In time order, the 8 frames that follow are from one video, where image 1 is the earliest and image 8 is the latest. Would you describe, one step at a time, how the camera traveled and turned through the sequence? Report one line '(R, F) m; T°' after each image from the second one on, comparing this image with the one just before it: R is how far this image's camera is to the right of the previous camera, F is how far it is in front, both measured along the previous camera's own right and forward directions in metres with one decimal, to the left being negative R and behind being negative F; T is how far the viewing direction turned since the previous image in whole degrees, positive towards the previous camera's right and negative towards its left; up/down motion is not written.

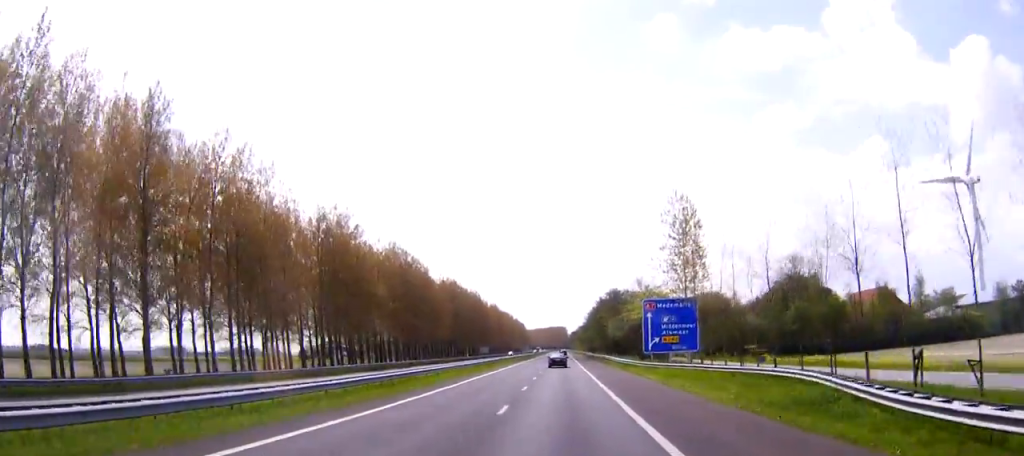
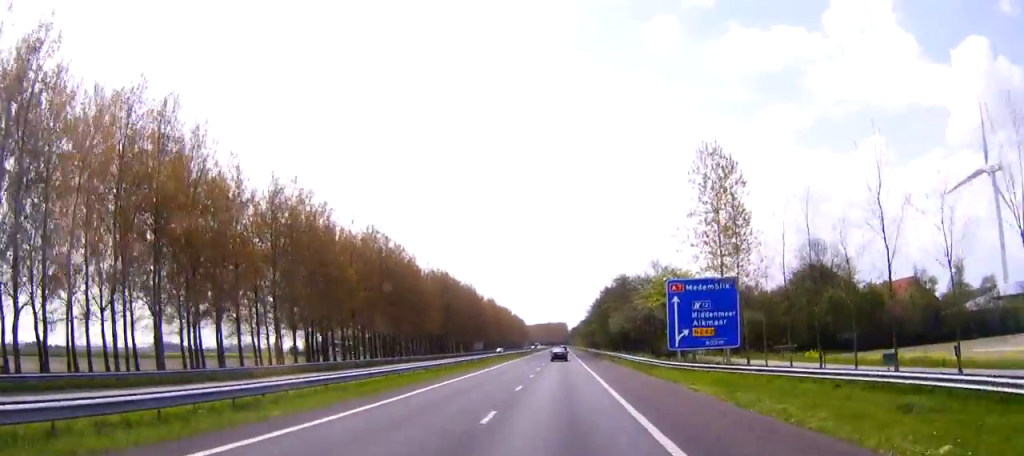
(-0.1, +15.7) m; -1°
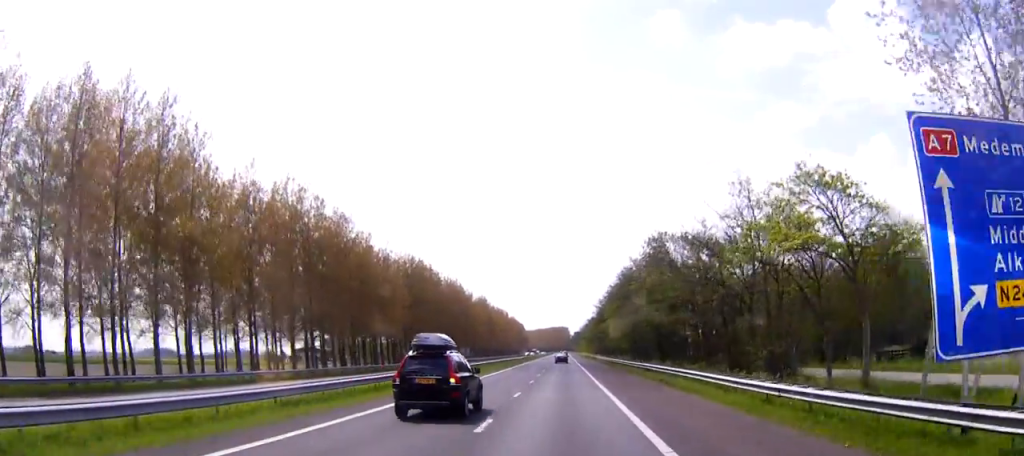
(0.0, +36.9) m; 0°
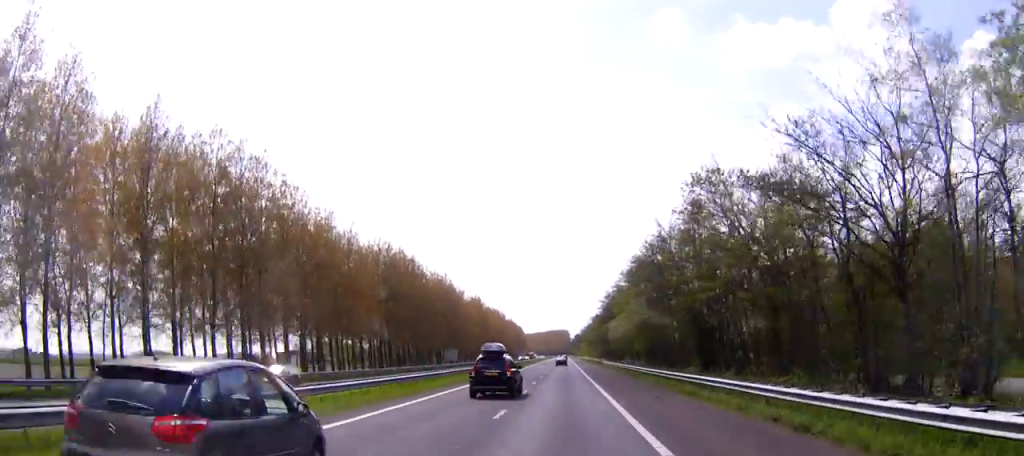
(-0.1, +19.9) m; 0°
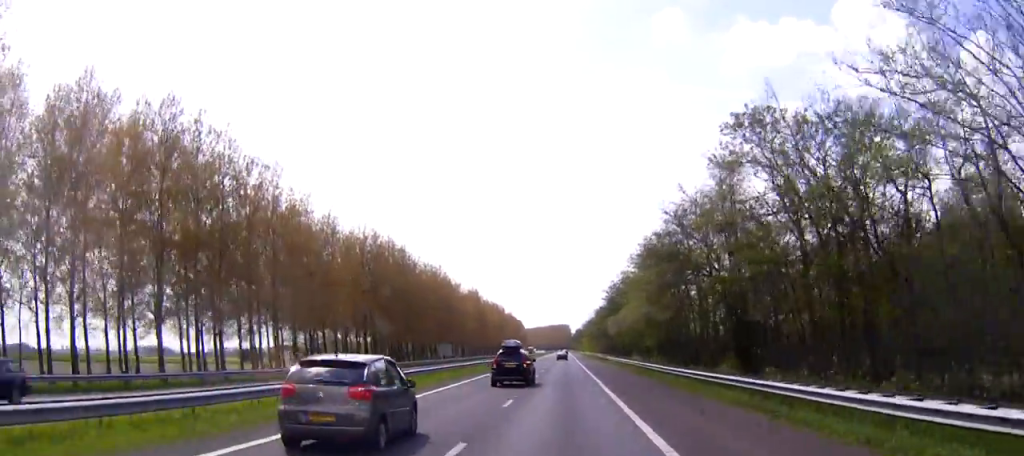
(0.0, +9.6) m; 0°
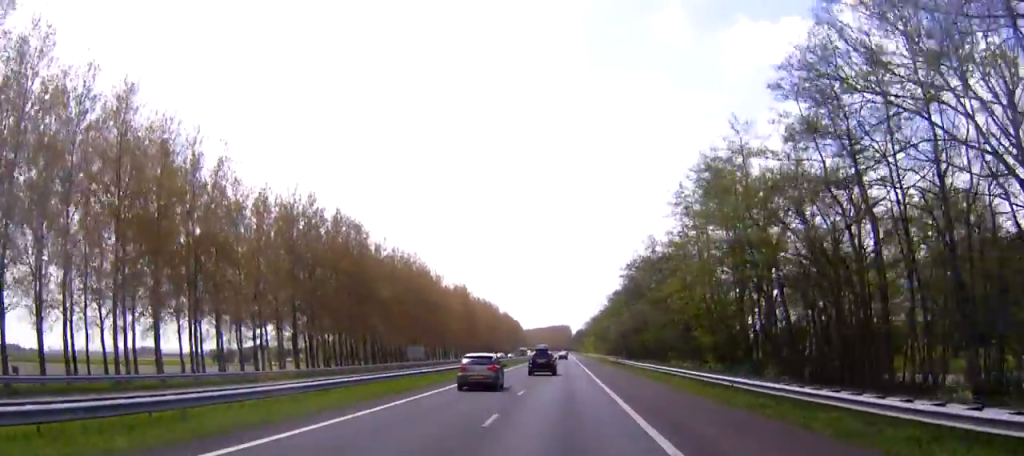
(0.0, +29.9) m; 0°
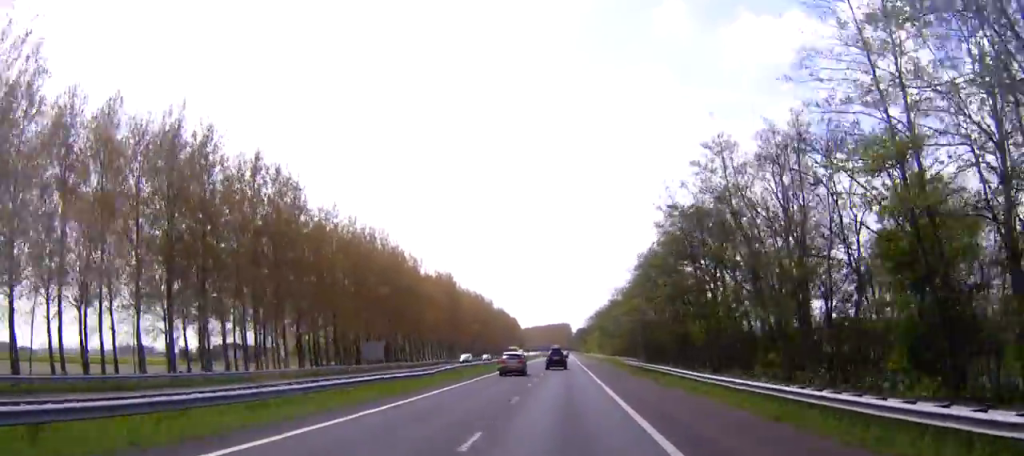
(0.0, +28.0) m; 0°
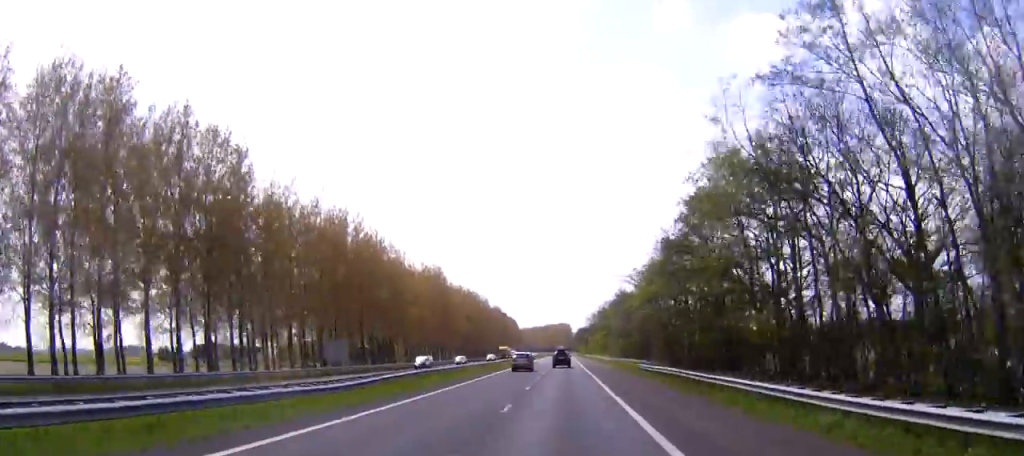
(0.0, +15.9) m; 0°
